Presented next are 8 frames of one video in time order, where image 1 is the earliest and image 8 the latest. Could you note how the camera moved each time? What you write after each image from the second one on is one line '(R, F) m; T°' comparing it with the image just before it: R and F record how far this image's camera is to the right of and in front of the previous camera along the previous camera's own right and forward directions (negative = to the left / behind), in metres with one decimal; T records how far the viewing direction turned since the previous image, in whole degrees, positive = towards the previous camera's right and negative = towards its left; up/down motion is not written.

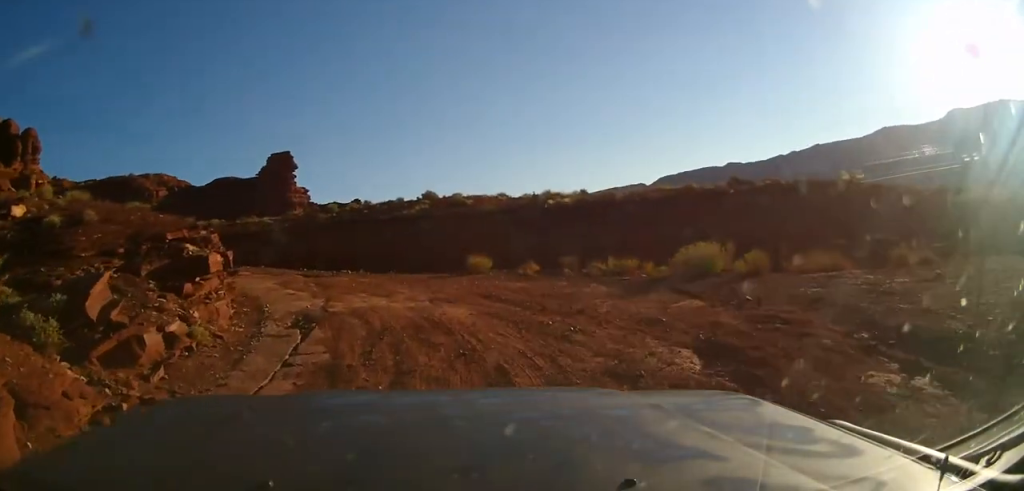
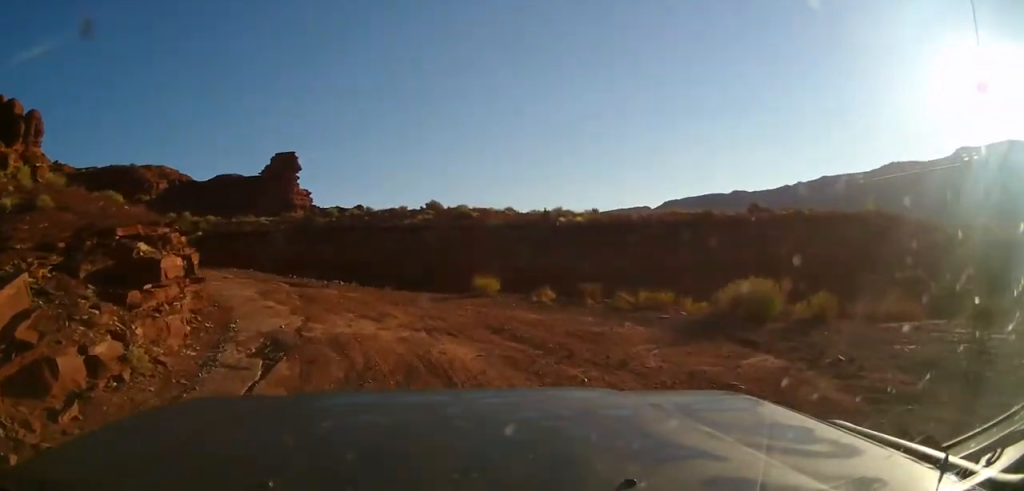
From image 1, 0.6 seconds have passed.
(0.0, +2.3) m; -1°
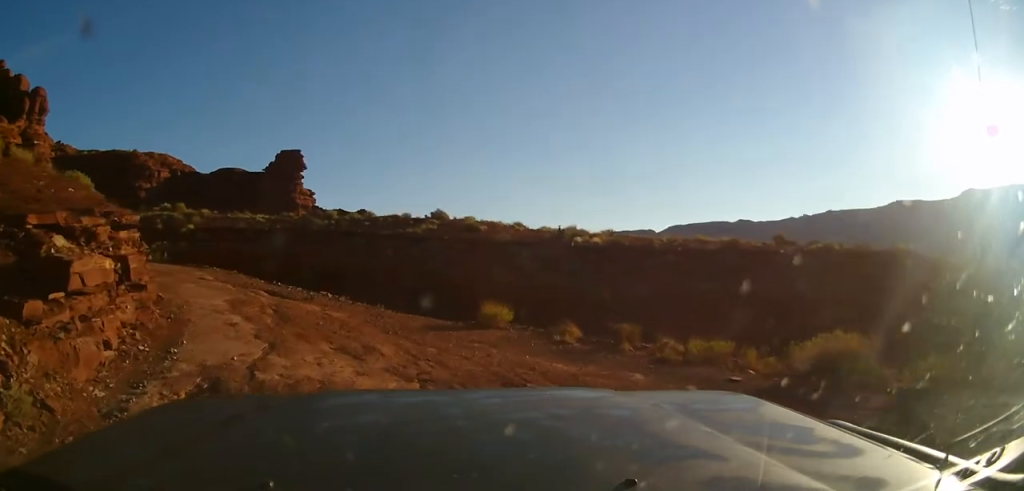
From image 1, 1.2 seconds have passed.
(-0.1, +2.5) m; -4°
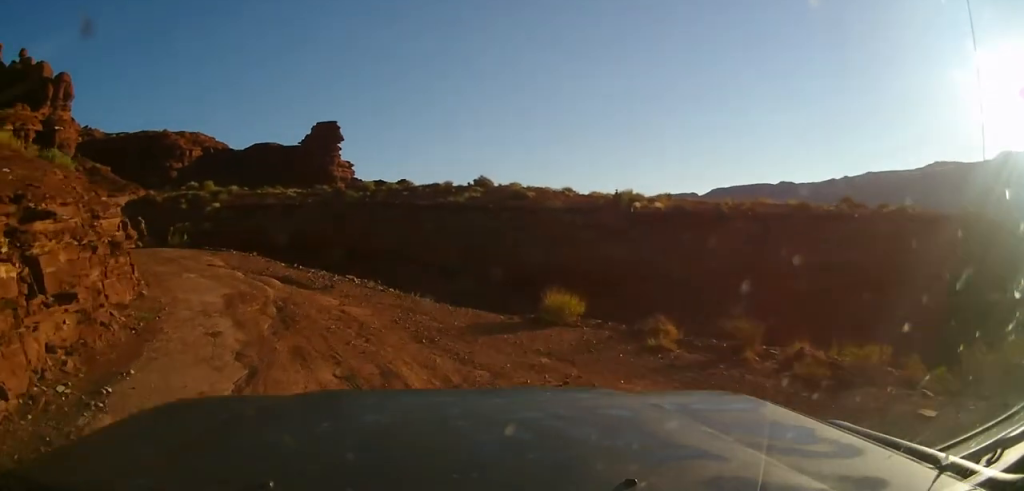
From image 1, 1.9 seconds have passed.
(-0.1, +2.7) m; -5°
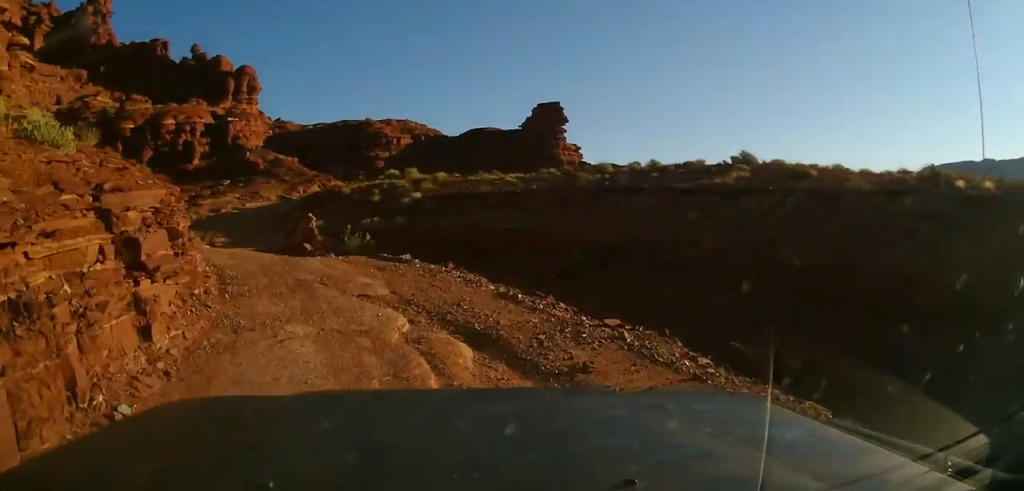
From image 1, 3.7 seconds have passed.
(-0.9, +6.8) m; -15°
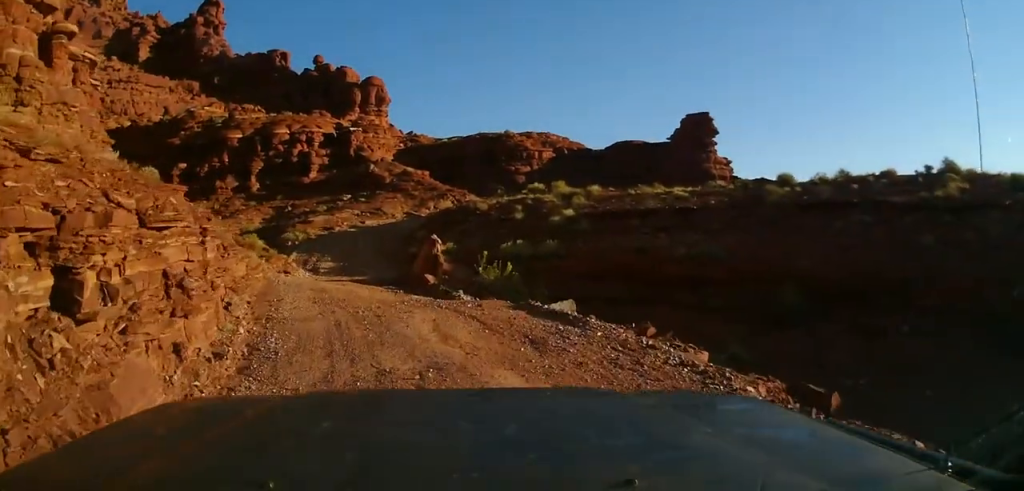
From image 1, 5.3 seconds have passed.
(-0.6, +5.7) m; -10°
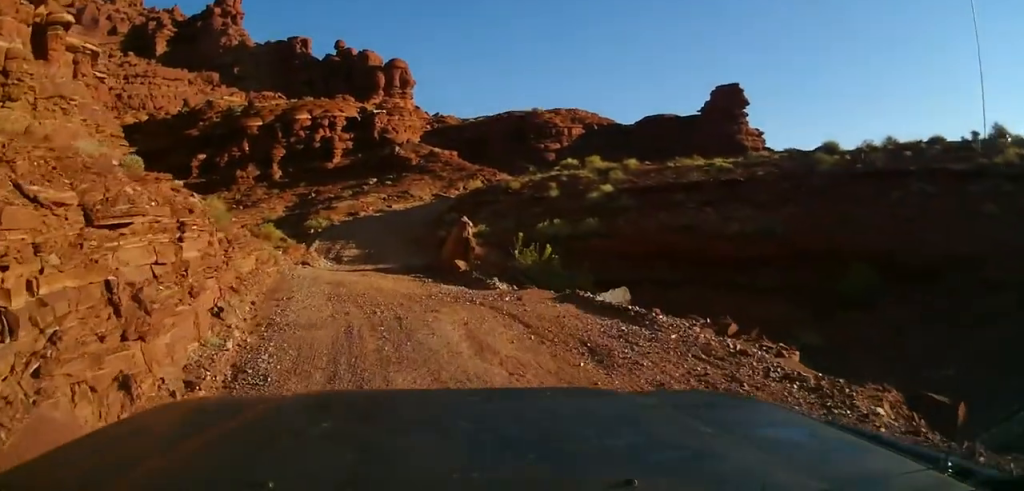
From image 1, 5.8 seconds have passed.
(0.0, +1.7) m; -1°
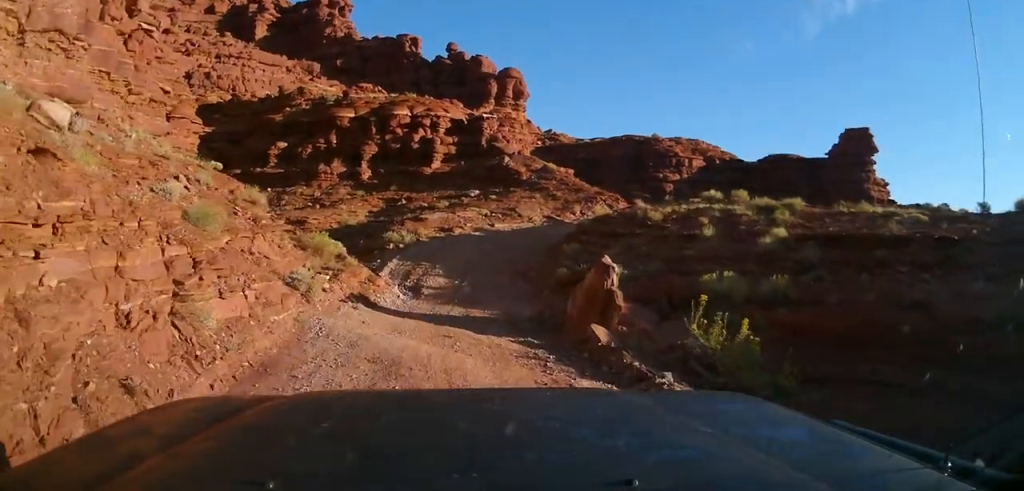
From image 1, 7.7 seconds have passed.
(-0.1, +6.6) m; -1°
